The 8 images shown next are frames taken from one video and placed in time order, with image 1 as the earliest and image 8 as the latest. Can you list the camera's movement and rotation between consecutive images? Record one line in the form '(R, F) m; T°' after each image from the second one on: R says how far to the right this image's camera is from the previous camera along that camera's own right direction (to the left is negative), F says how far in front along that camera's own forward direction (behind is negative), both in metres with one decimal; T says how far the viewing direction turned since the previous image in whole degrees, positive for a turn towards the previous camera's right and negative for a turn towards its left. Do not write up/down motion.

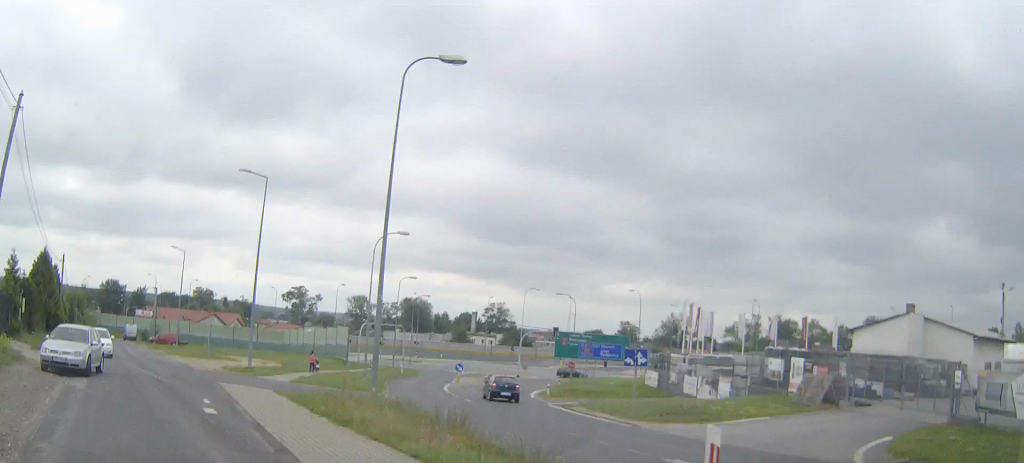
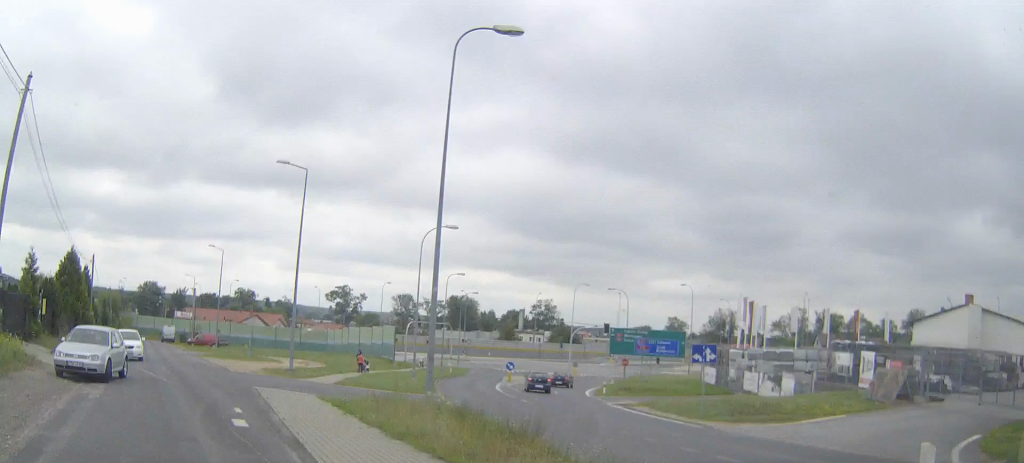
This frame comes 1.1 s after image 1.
(0.0, +2.6) m; -2°
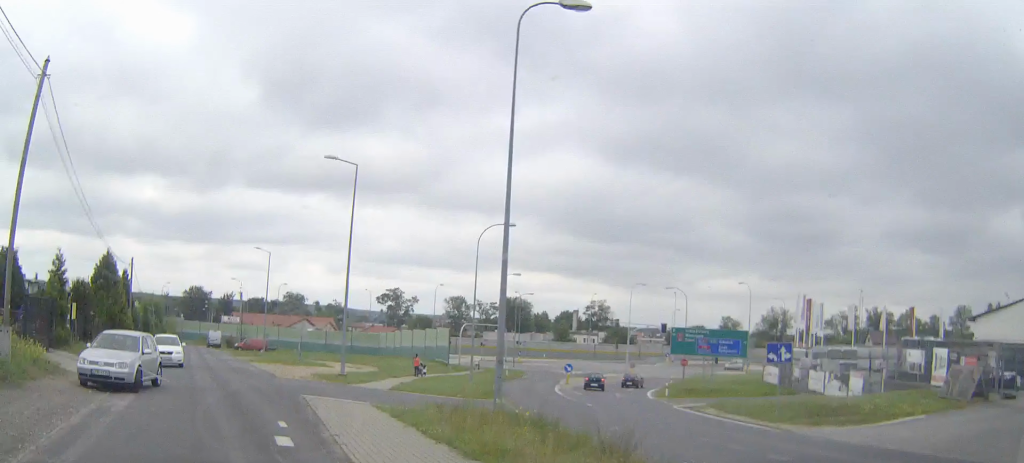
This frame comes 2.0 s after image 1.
(0.0, +1.7) m; -4°
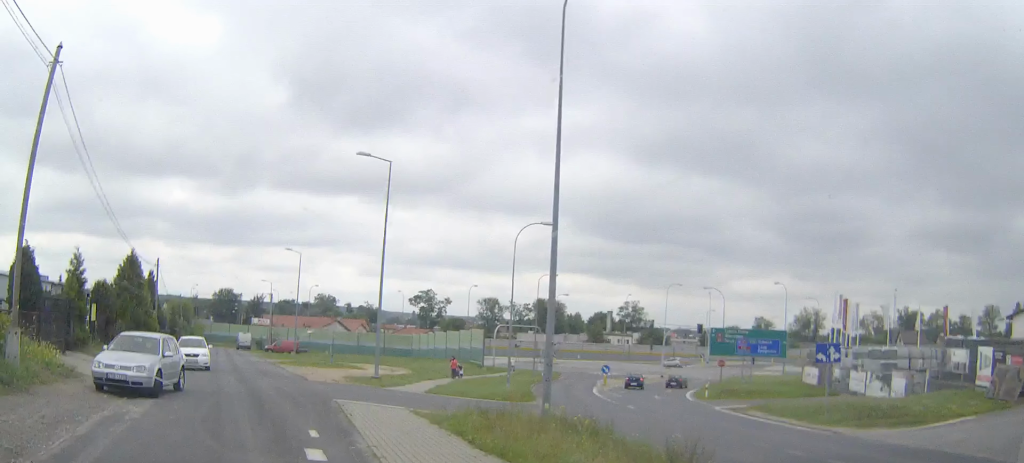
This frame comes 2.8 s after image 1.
(0.0, +1.2) m; -3°
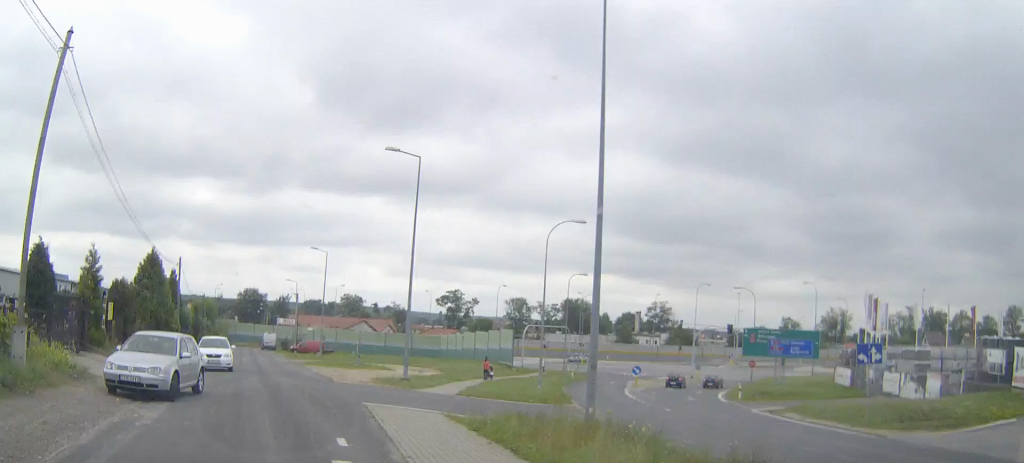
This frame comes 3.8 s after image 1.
(-0.1, +1.6) m; -3°
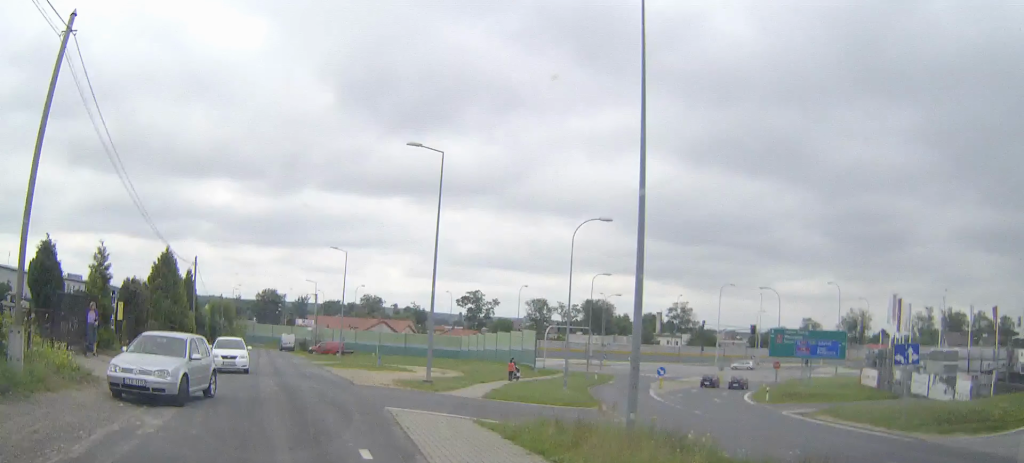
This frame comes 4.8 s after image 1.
(-0.1, +1.4) m; 0°
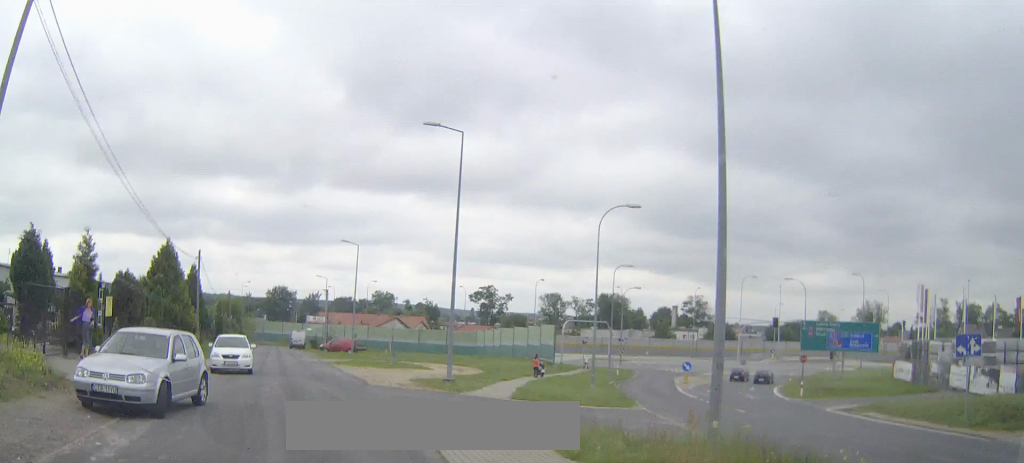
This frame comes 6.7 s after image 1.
(-0.1, +2.1) m; -1°
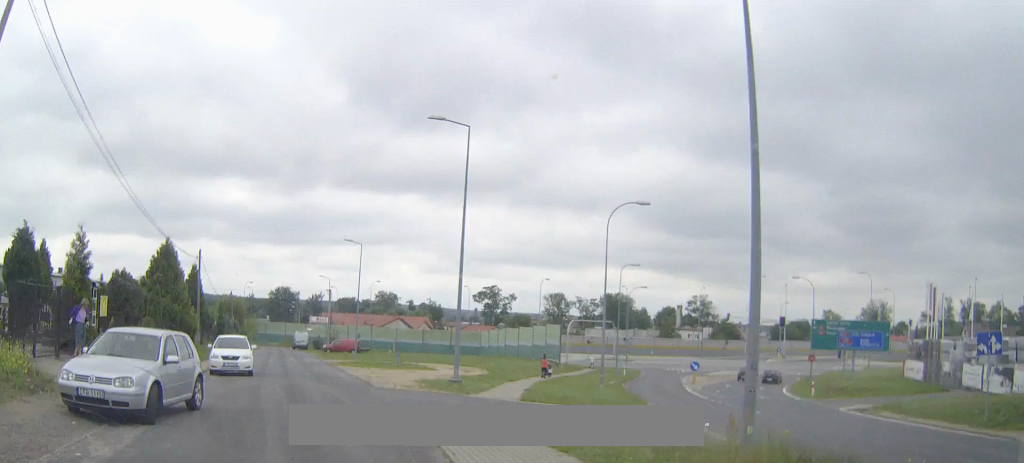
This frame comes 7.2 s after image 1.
(0.0, +0.7) m; -2°
